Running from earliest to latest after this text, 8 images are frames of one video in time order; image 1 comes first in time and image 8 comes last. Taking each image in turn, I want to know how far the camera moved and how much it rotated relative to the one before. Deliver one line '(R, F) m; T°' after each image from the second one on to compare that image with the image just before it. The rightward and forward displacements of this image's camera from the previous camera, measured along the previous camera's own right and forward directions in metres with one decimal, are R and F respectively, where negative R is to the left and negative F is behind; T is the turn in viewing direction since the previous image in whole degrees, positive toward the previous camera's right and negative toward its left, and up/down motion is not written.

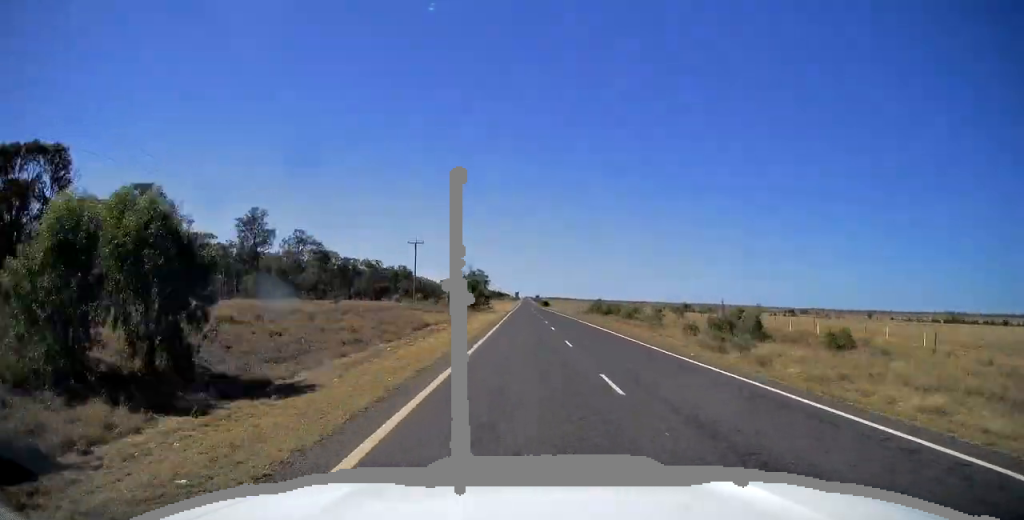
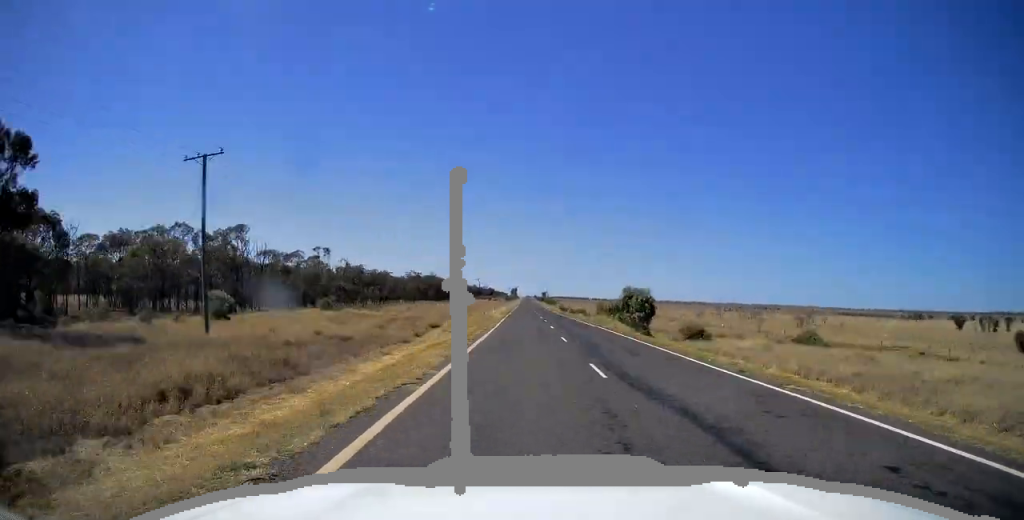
(-0.9, +247.4) m; 0°
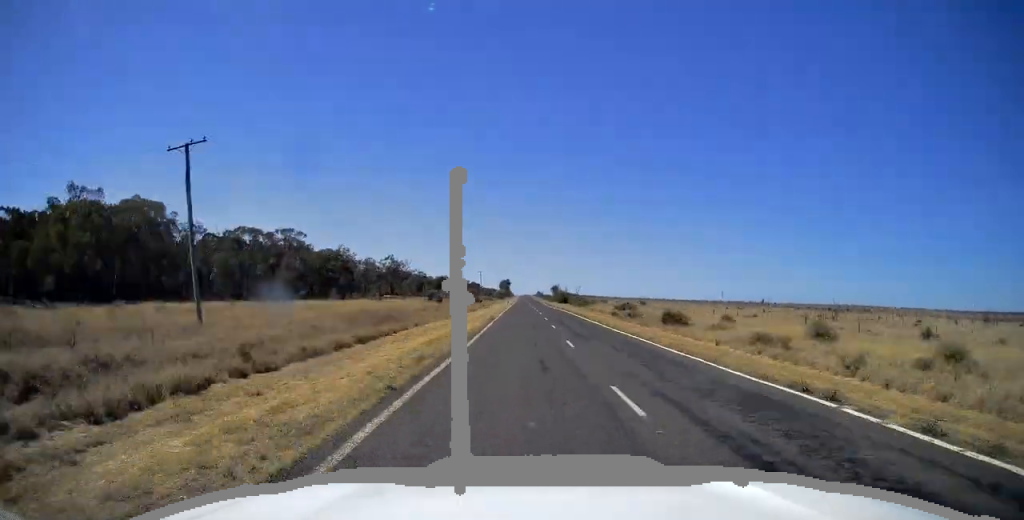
(+0.1, +220.8) m; 0°
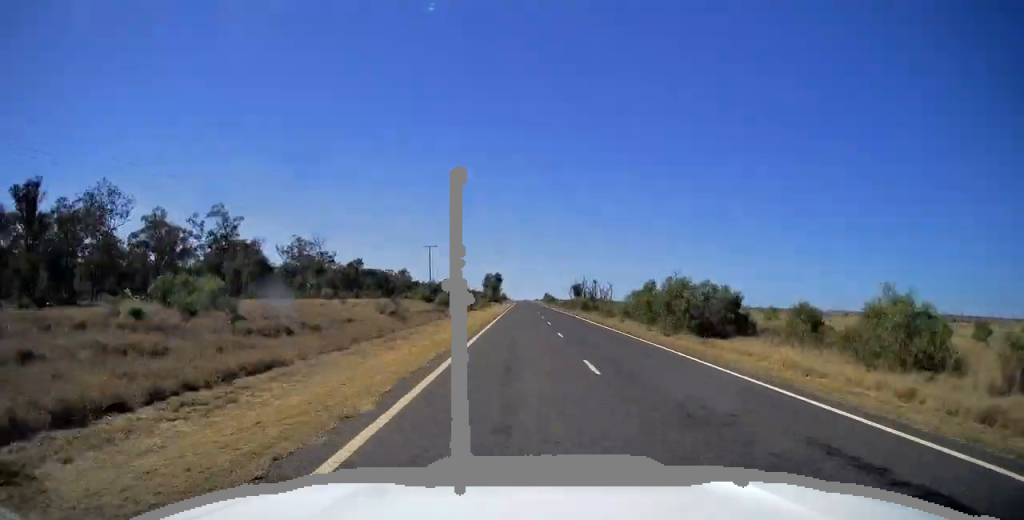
(0.0, +141.4) m; 0°
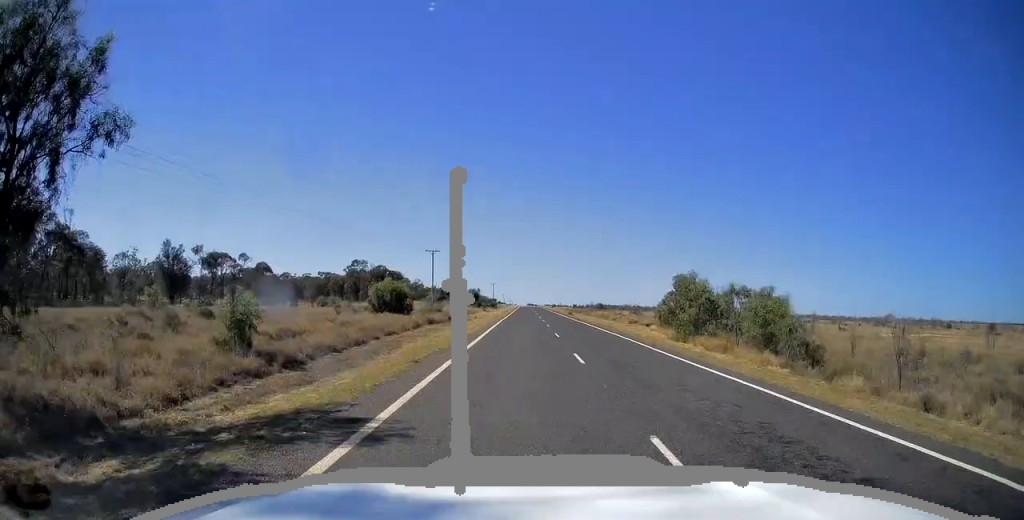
(-0.5, +212.3) m; 0°
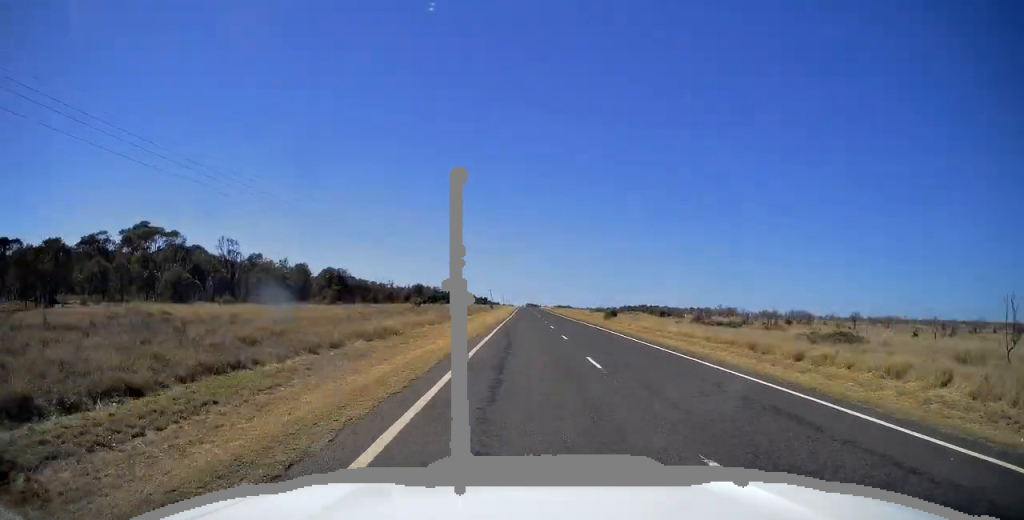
(-0.2, +168.2) m; 0°
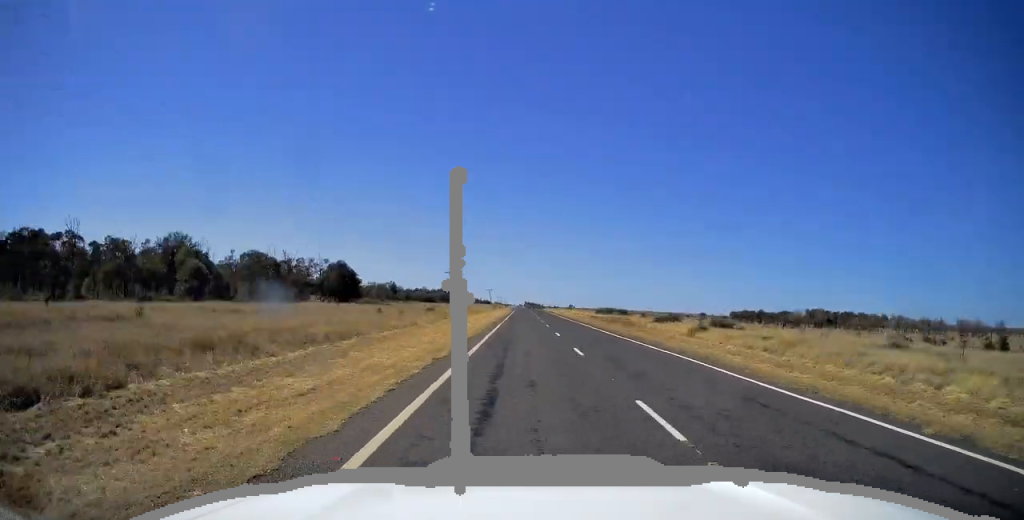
(+0.6, +177.1) m; 0°
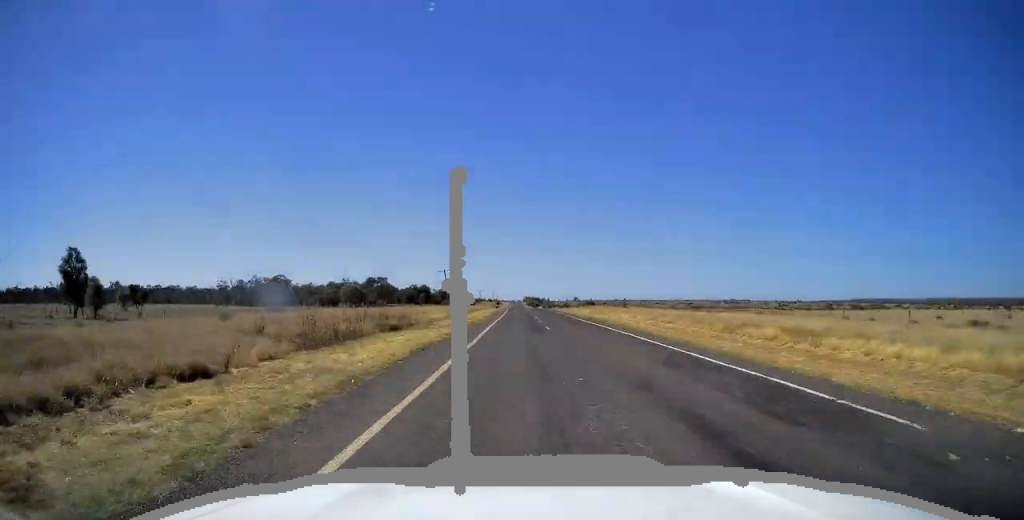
(-0.5, +177.2) m; 0°
